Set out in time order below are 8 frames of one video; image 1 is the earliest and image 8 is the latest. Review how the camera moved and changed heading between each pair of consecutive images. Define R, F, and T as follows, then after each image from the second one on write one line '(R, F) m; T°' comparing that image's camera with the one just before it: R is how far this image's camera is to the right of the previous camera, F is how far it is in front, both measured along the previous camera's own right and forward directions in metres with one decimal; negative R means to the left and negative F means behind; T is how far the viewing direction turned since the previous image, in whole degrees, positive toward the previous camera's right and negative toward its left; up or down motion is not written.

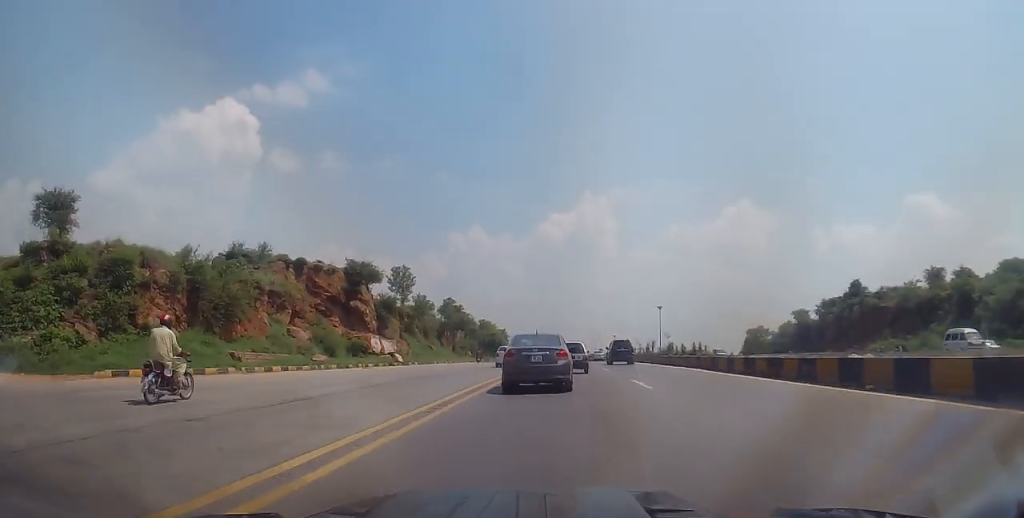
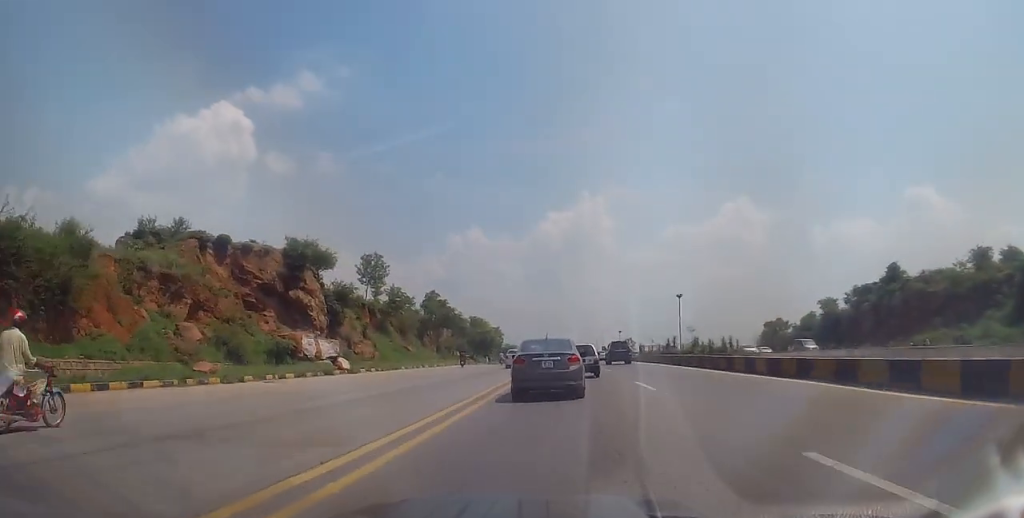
(+0.2, +14.0) m; +1°
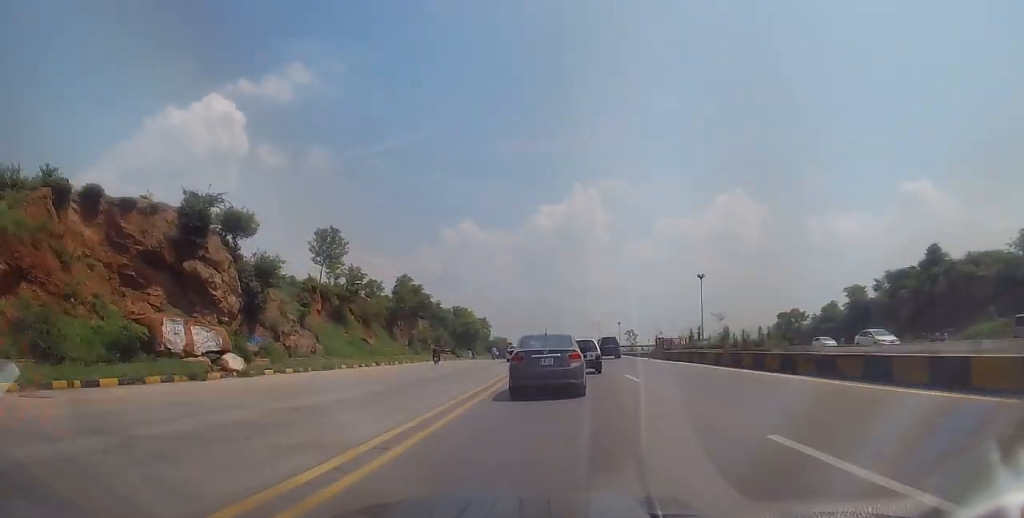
(+0.1, +13.5) m; +1°
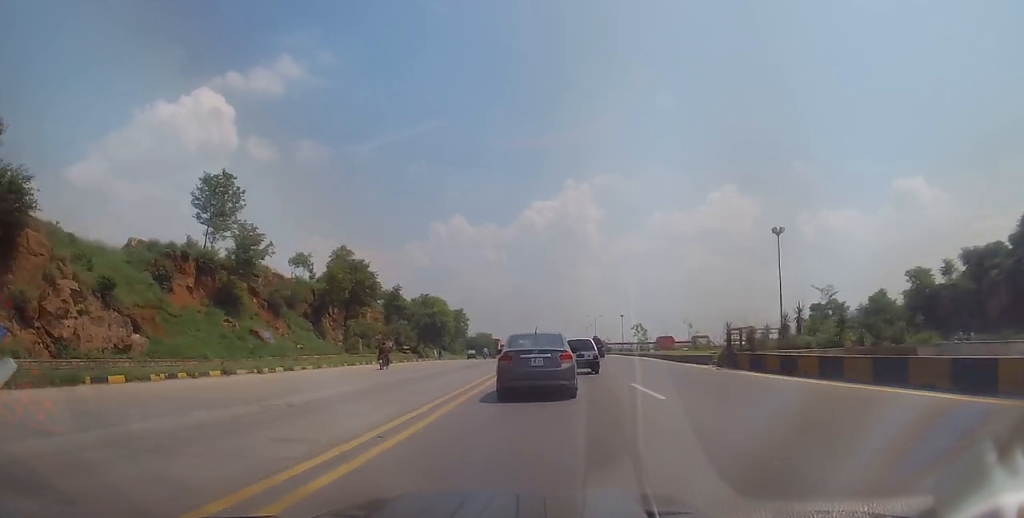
(+0.3, +21.9) m; -1°
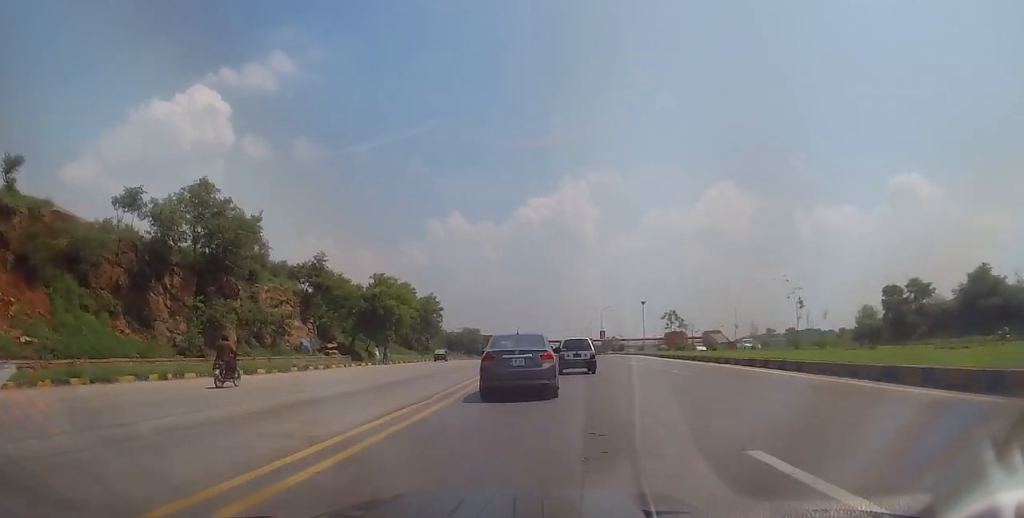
(-0.9, +26.2) m; -2°
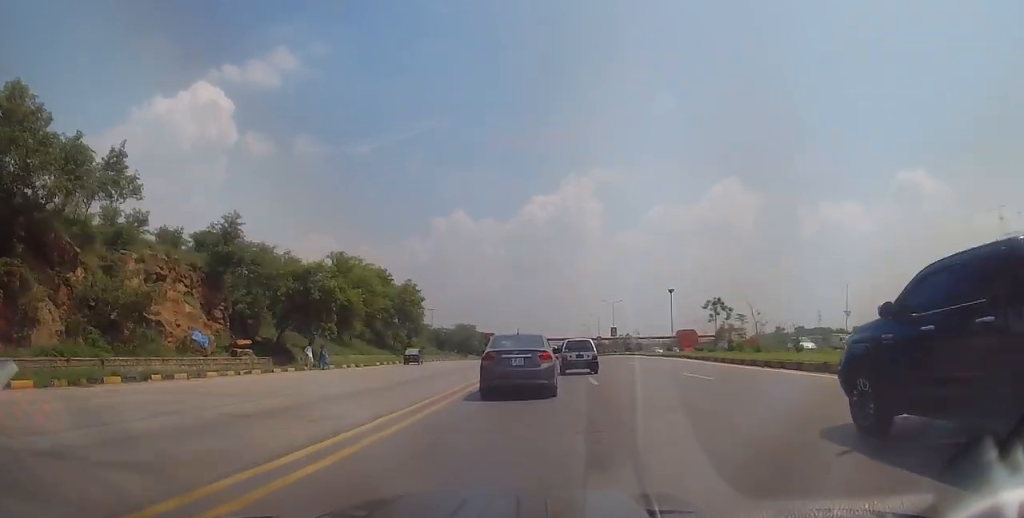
(+0.1, +16.5) m; +2°
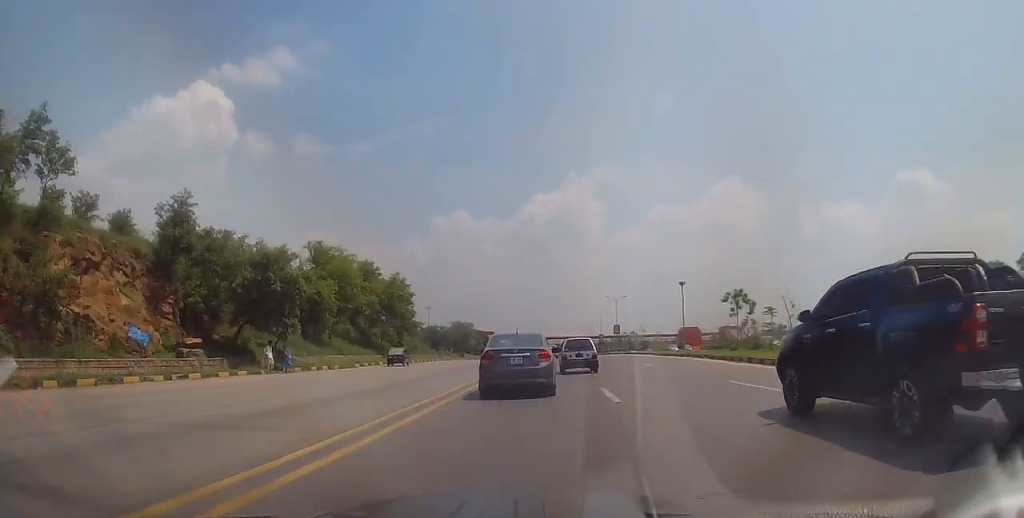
(+0.1, +5.7) m; +1°
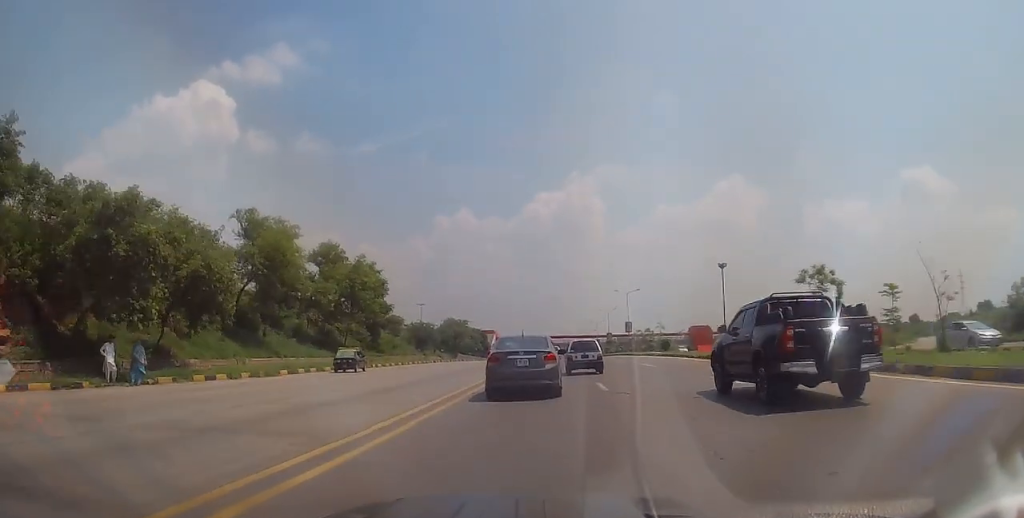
(+0.3, +13.5) m; 0°
